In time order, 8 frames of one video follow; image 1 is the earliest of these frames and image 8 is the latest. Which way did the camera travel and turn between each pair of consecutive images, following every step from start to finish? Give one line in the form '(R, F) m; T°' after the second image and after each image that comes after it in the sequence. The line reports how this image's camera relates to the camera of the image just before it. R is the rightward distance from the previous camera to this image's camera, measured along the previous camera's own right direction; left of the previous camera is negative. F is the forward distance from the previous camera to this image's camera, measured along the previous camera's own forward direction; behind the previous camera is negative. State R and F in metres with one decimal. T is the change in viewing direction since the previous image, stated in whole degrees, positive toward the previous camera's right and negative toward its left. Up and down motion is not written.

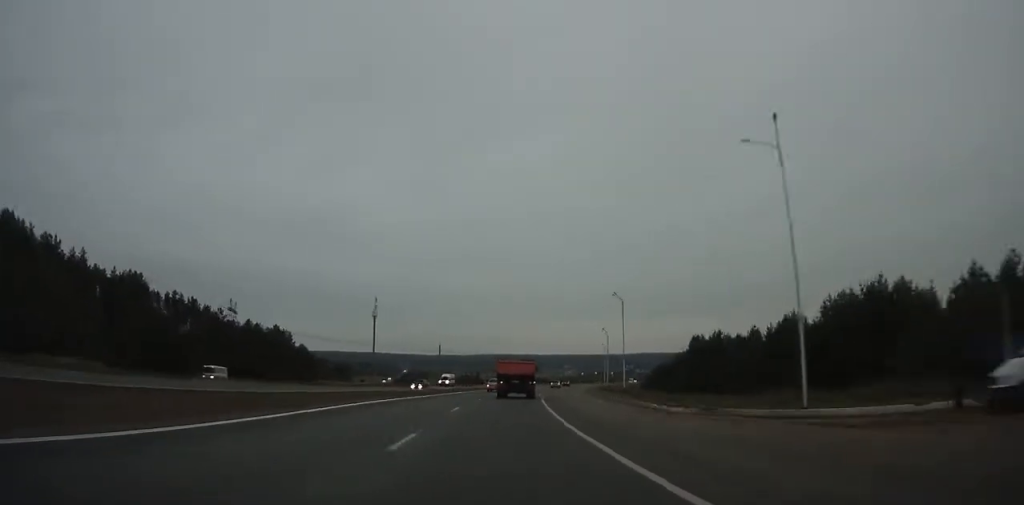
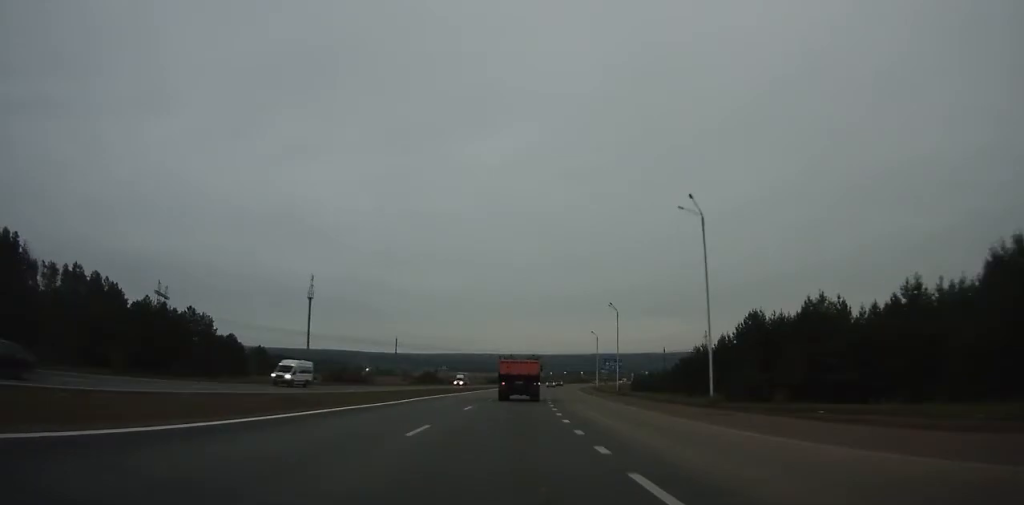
(0.0, +34.2) m; +2°
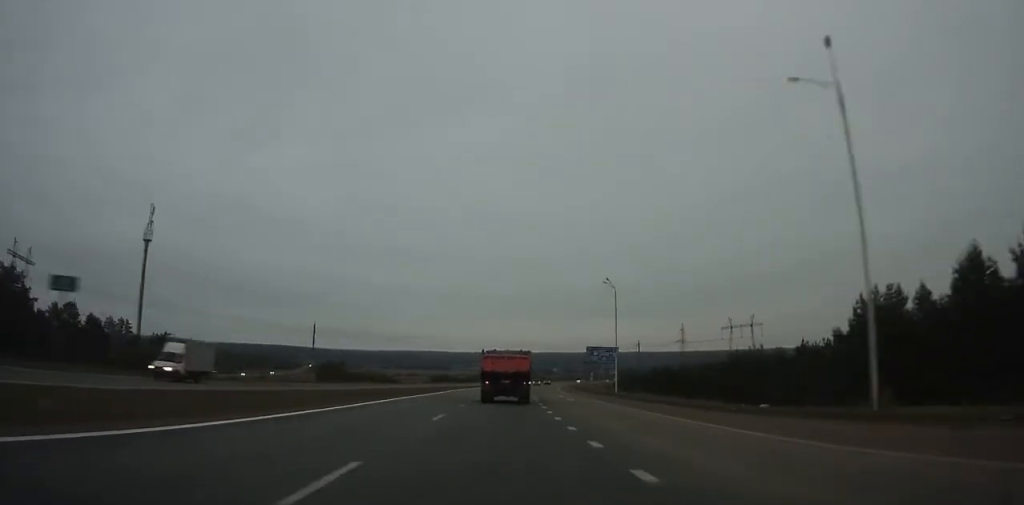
(+1.8, +54.9) m; +4°
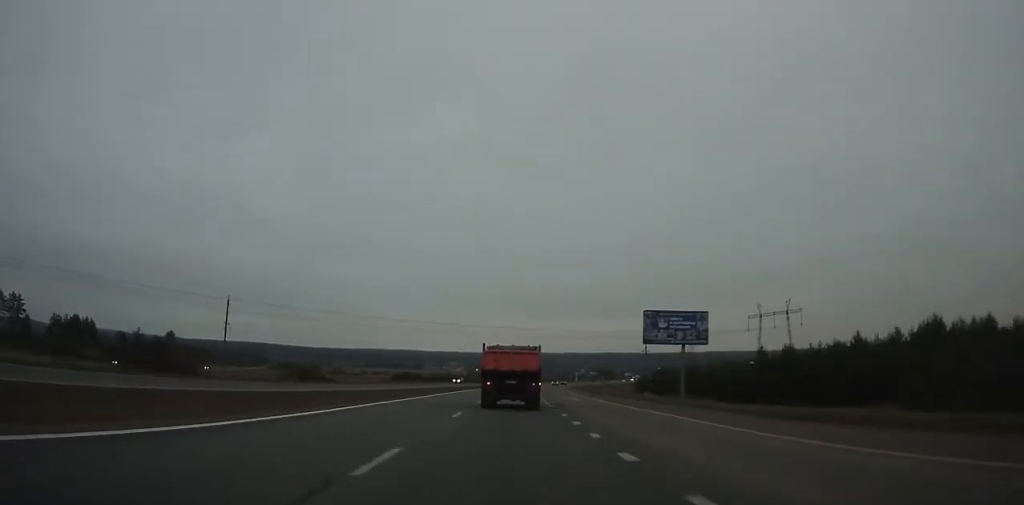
(+2.1, +57.8) m; +4°
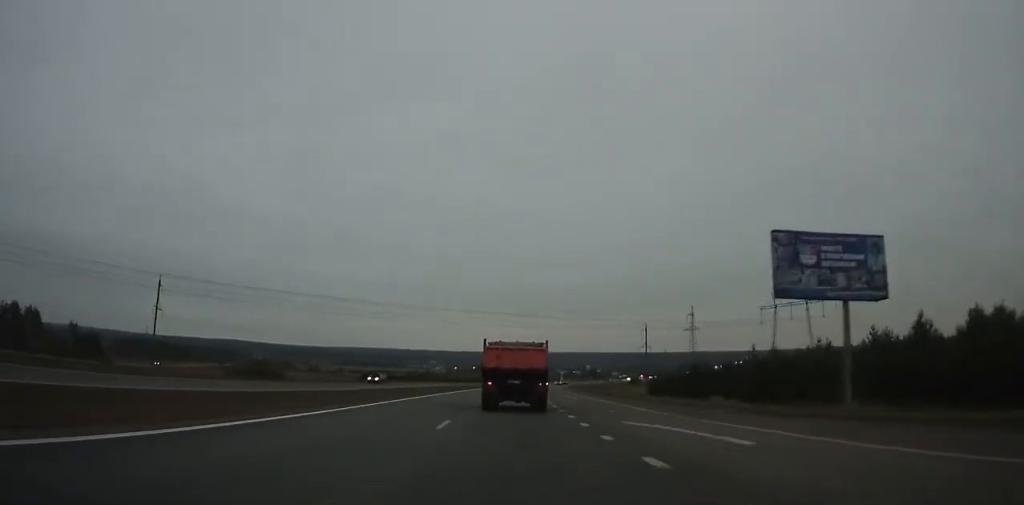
(+0.8, +28.2) m; +2°
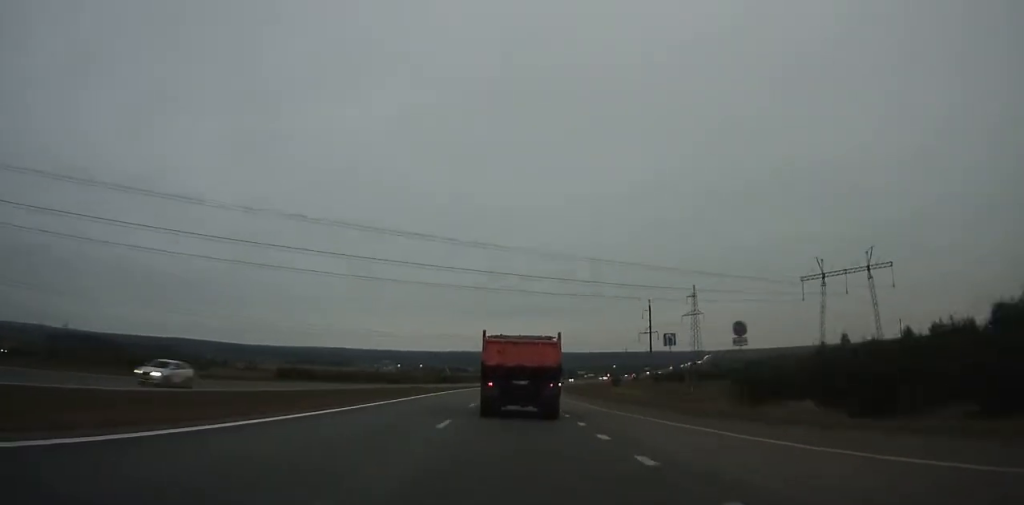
(+2.0, +59.9) m; +4°
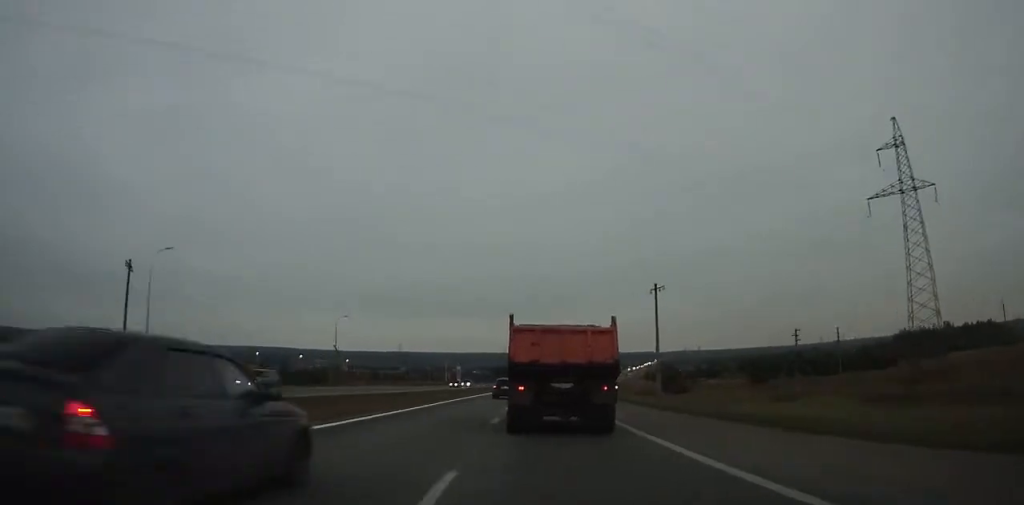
(+9.6, +145.5) m; +7°
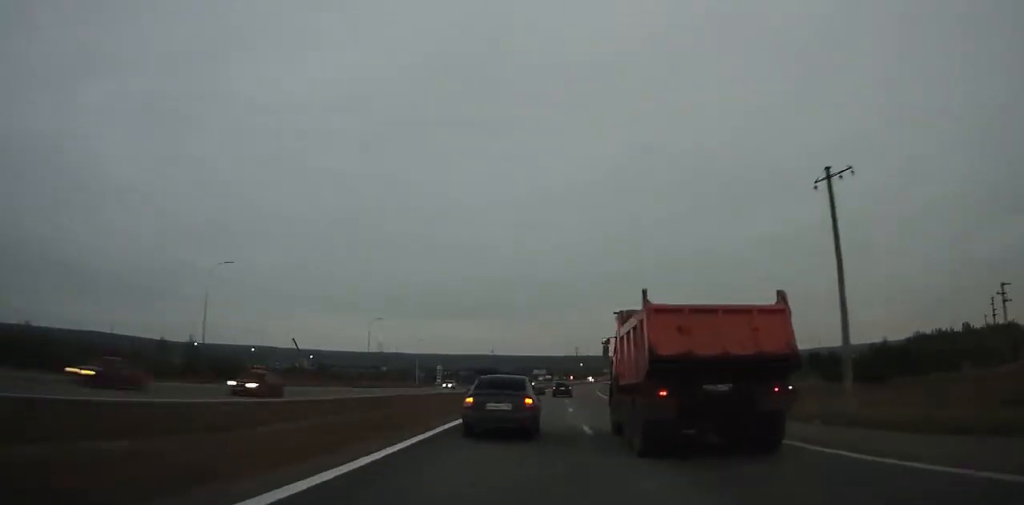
(+0.7, +39.7) m; +3°
